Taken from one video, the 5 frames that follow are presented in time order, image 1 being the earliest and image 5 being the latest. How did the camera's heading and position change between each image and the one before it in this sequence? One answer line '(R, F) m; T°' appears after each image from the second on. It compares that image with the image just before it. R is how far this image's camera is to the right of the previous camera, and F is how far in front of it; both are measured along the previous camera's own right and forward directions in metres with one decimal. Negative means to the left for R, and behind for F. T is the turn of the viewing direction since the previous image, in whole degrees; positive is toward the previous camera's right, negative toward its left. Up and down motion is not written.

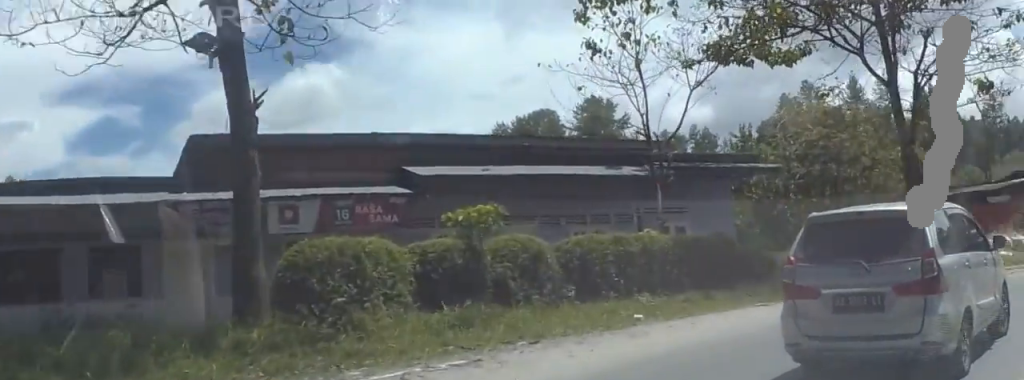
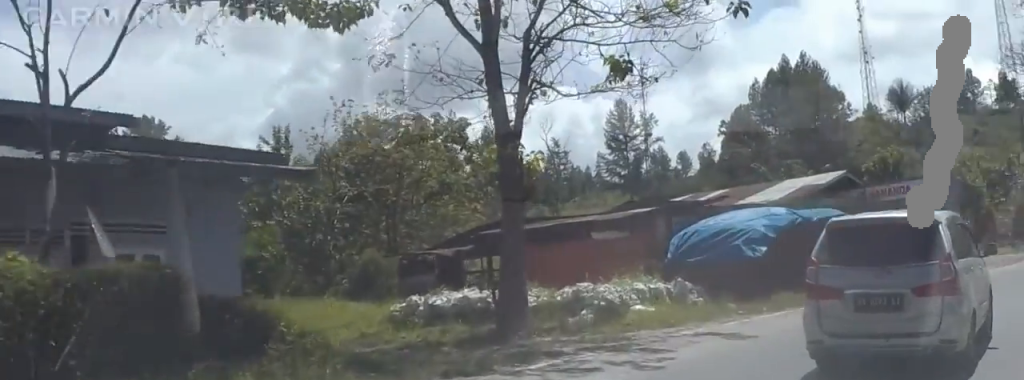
(+1.5, +9.6) m; +16°
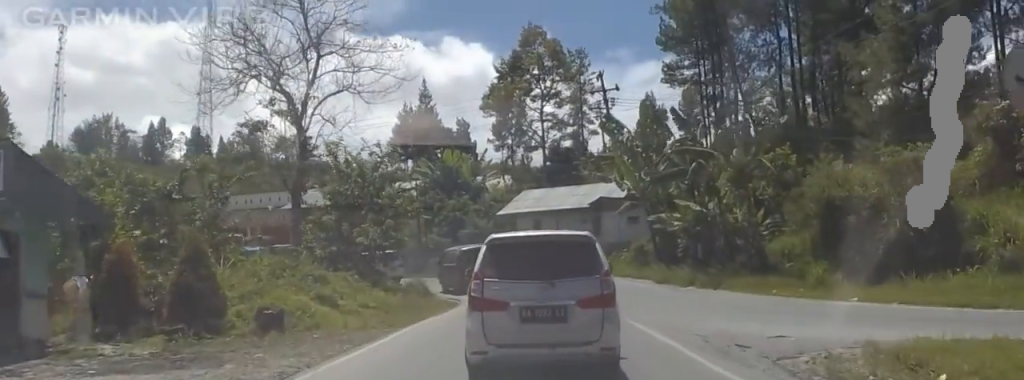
(+8.5, +18.5) m; +51°
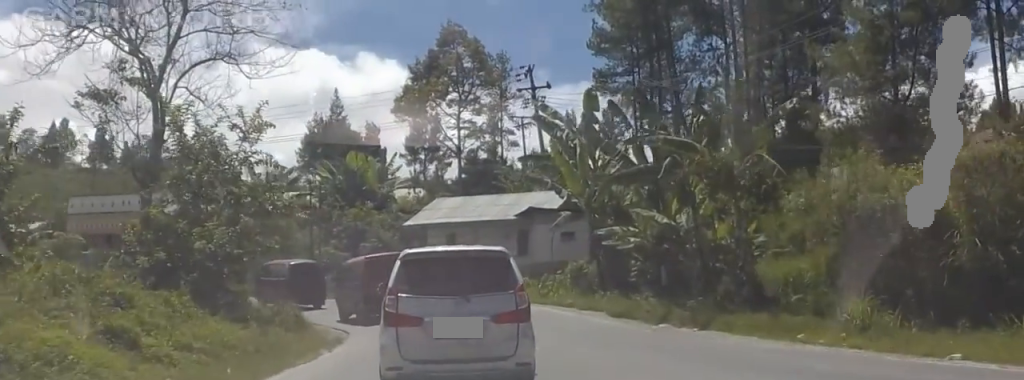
(+0.7, +8.0) m; +5°
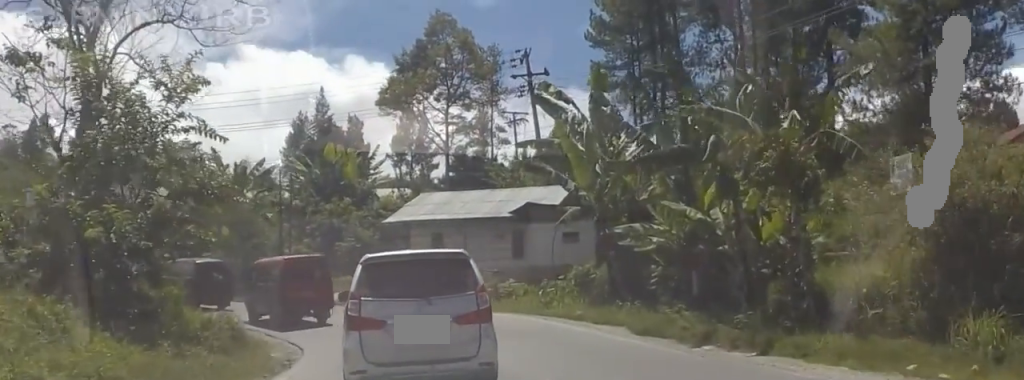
(0.0, +5.0) m; 0°
